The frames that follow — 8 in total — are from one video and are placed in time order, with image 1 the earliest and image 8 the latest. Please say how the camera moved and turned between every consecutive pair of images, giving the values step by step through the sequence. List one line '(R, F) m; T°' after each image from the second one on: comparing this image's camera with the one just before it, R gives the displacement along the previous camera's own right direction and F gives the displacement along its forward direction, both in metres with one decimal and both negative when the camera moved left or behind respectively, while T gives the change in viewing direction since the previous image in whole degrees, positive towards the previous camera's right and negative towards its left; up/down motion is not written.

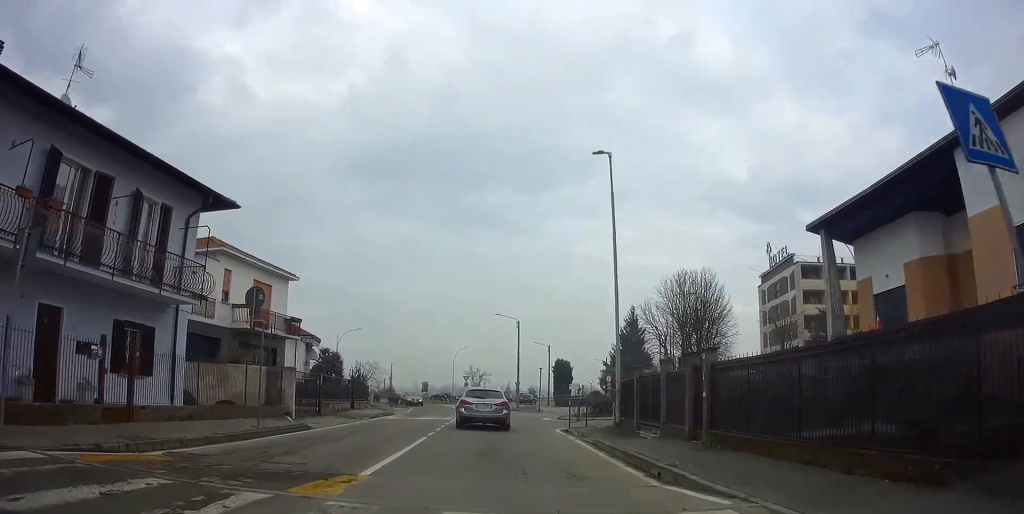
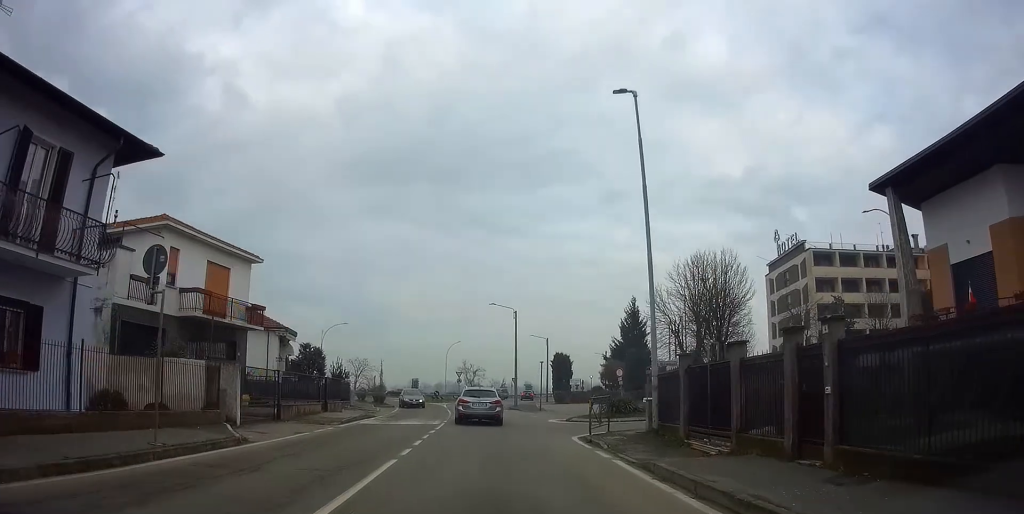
(0.0, +5.1) m; 0°
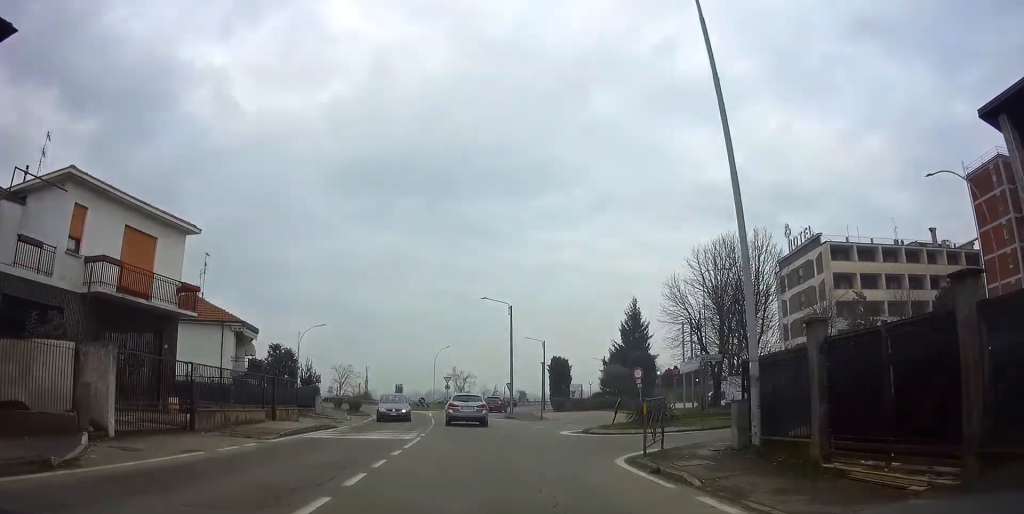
(0.0, +6.6) m; -2°
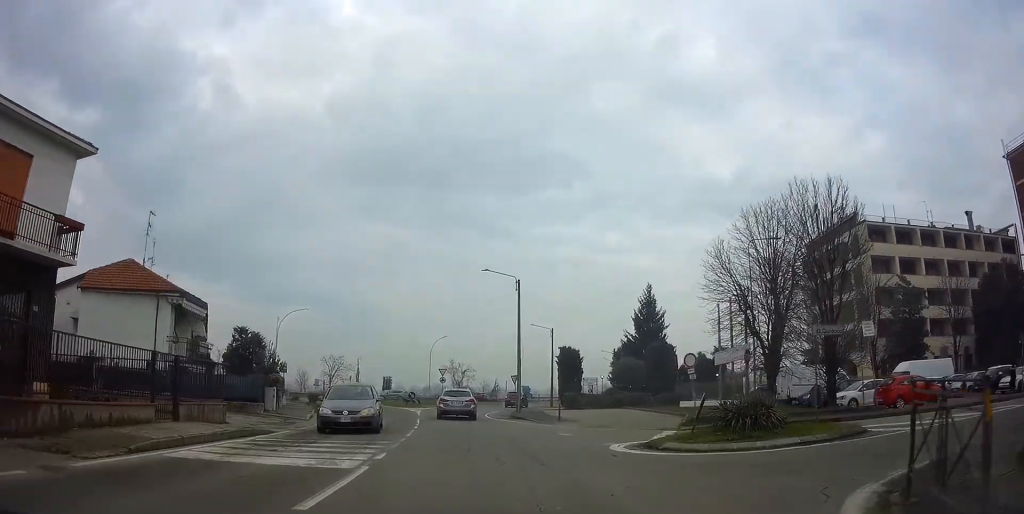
(-0.3, +8.1) m; 0°
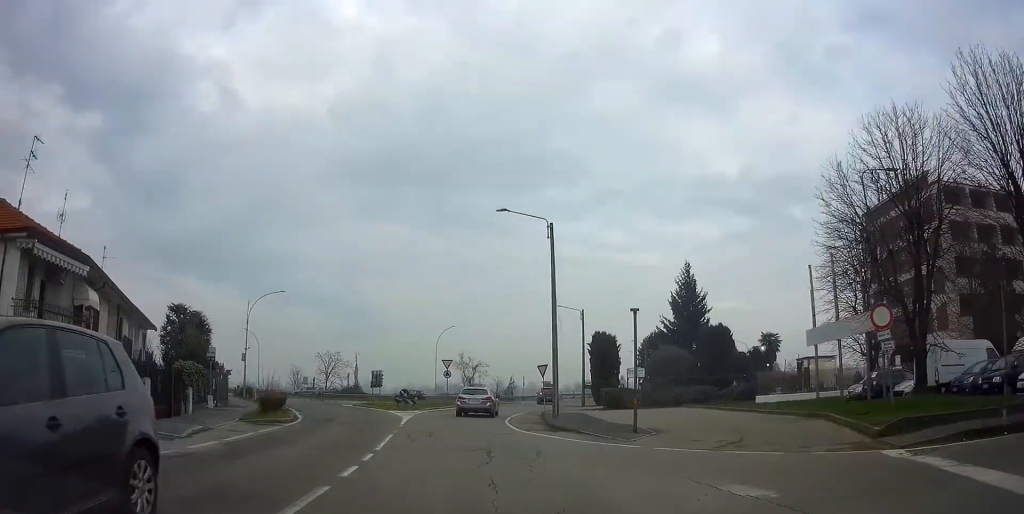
(+0.6, +11.9) m; +6°
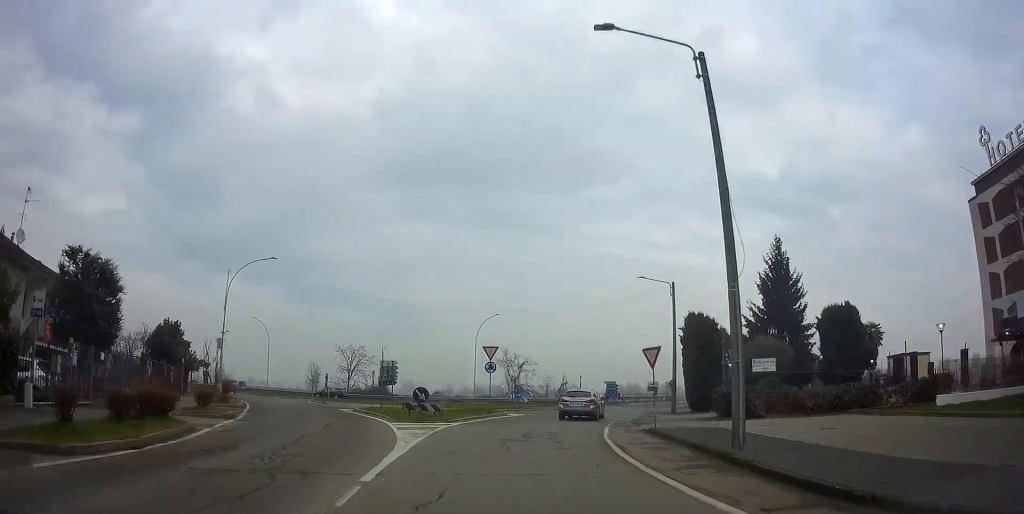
(-0.1, +13.4) m; -2°
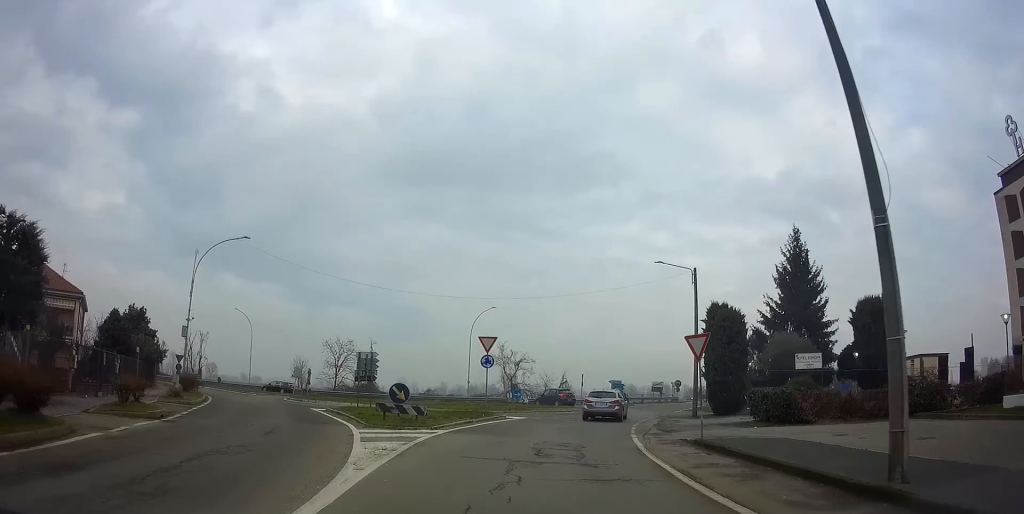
(-0.4, +4.5) m; 0°
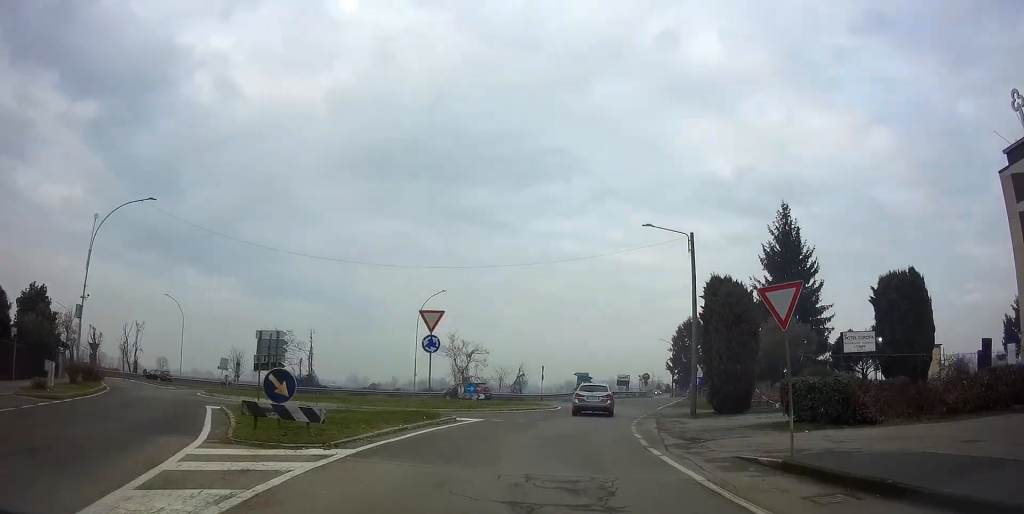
(+0.4, +6.6) m; +3°
